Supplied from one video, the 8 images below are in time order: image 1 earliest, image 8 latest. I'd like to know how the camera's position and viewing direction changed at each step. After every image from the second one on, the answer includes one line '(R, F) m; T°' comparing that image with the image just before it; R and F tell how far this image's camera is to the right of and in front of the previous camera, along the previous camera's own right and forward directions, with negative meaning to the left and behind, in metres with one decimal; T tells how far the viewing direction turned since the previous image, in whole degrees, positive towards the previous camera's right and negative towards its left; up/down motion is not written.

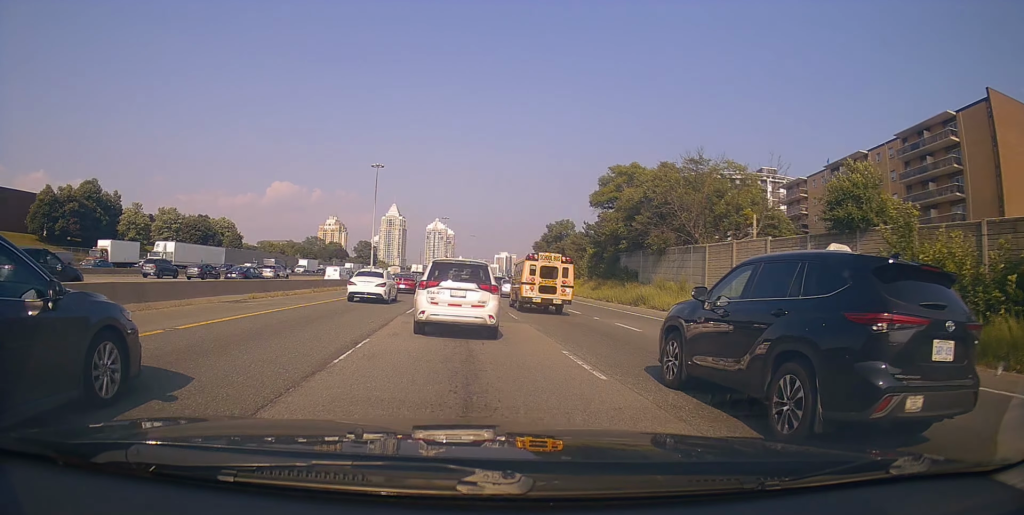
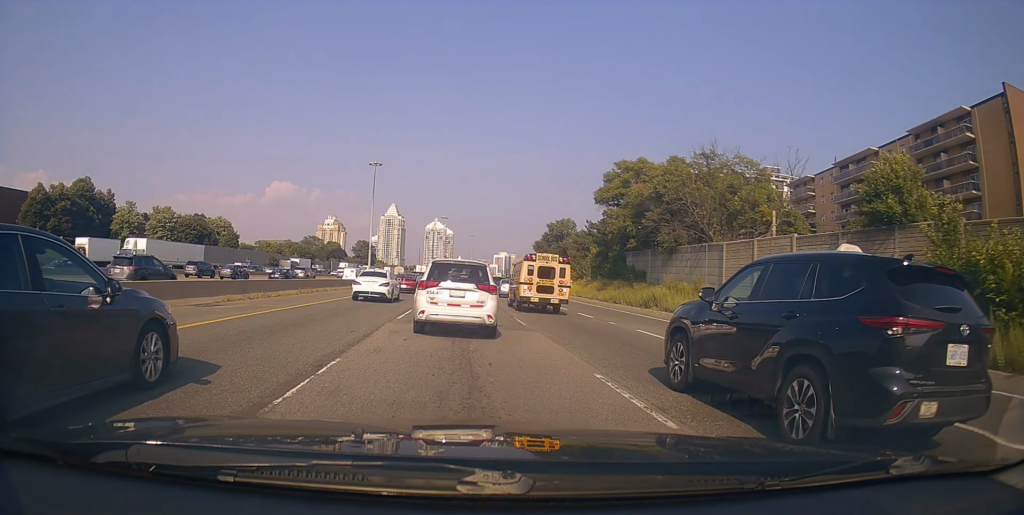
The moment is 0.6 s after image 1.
(+0.1, +2.9) m; +3°
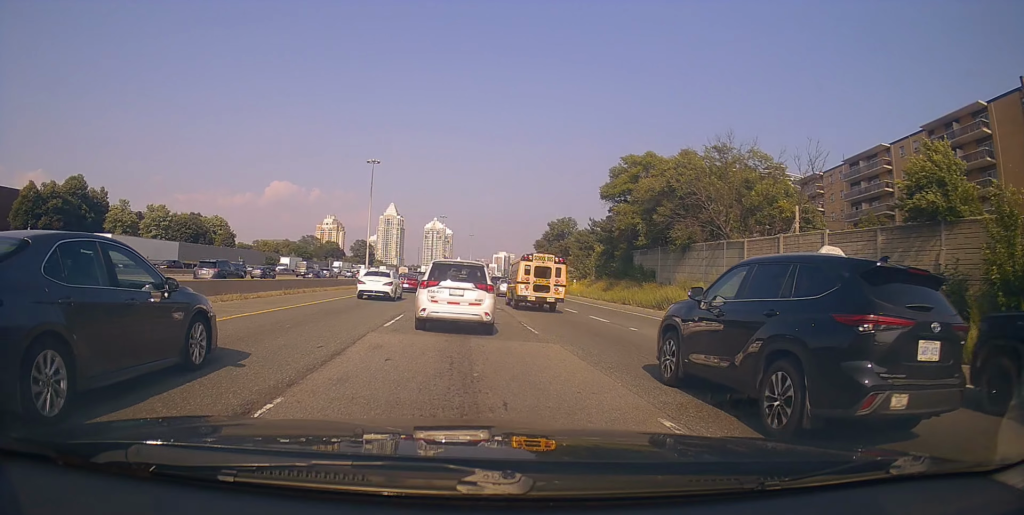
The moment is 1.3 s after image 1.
(+0.1, +3.0) m; +3°
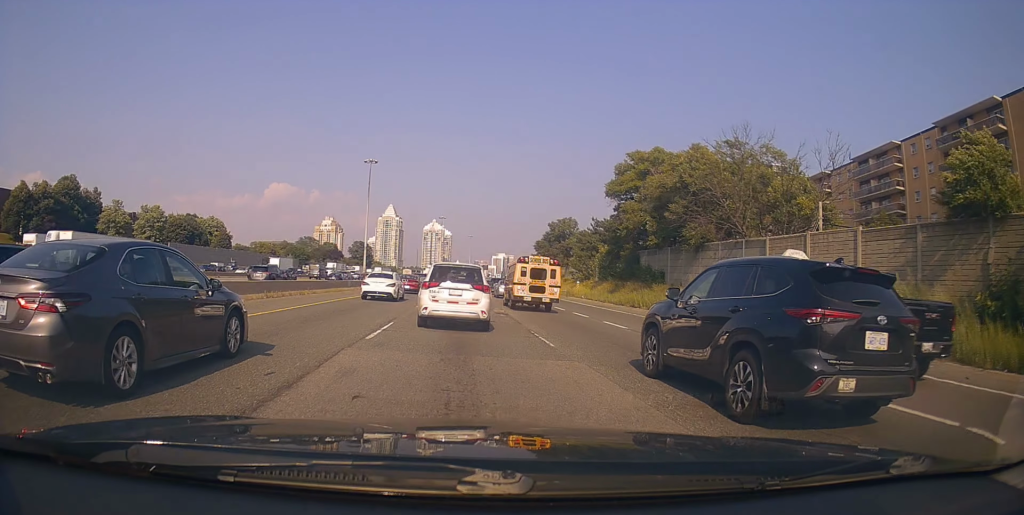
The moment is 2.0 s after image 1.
(+0.1, +2.7) m; -3°
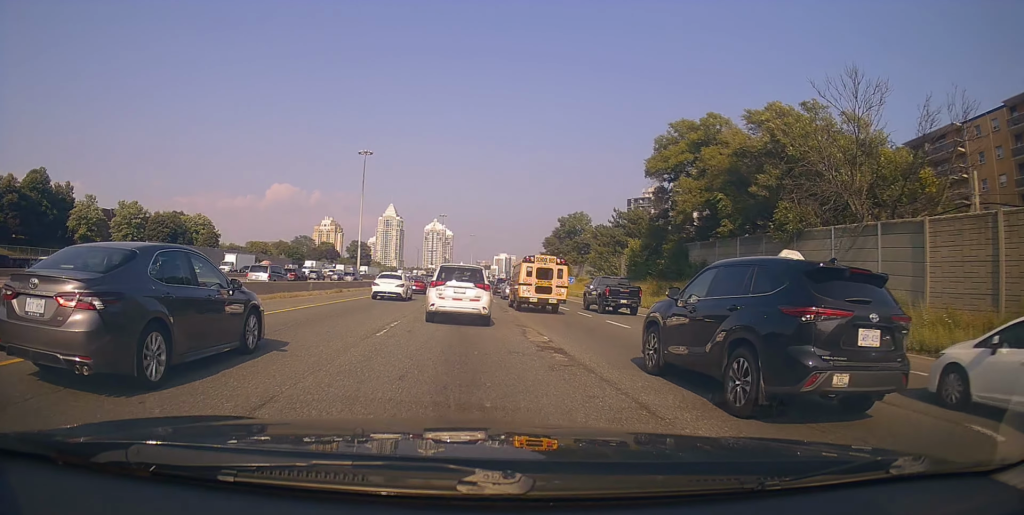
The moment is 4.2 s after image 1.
(+0.3, +10.2) m; -2°
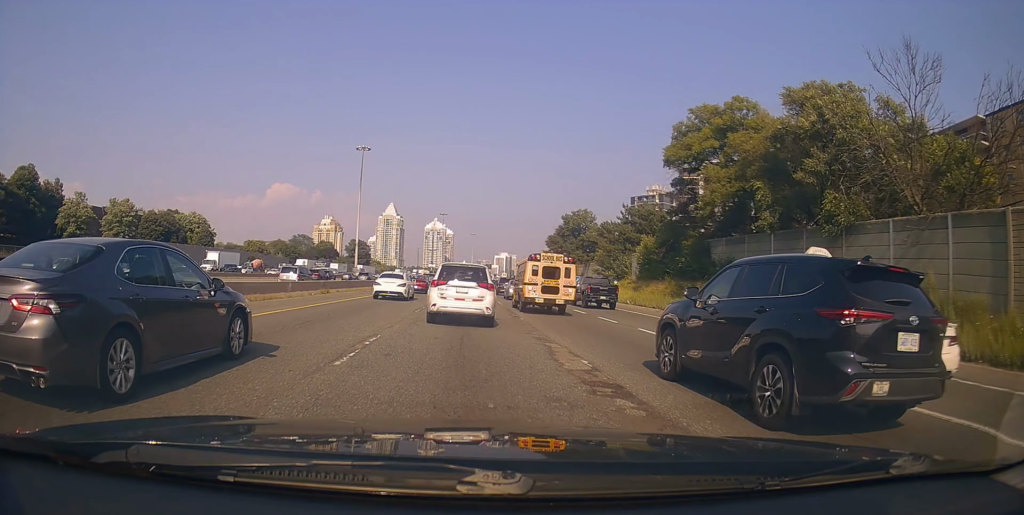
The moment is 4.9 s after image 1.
(-0.4, +3.9) m; -2°
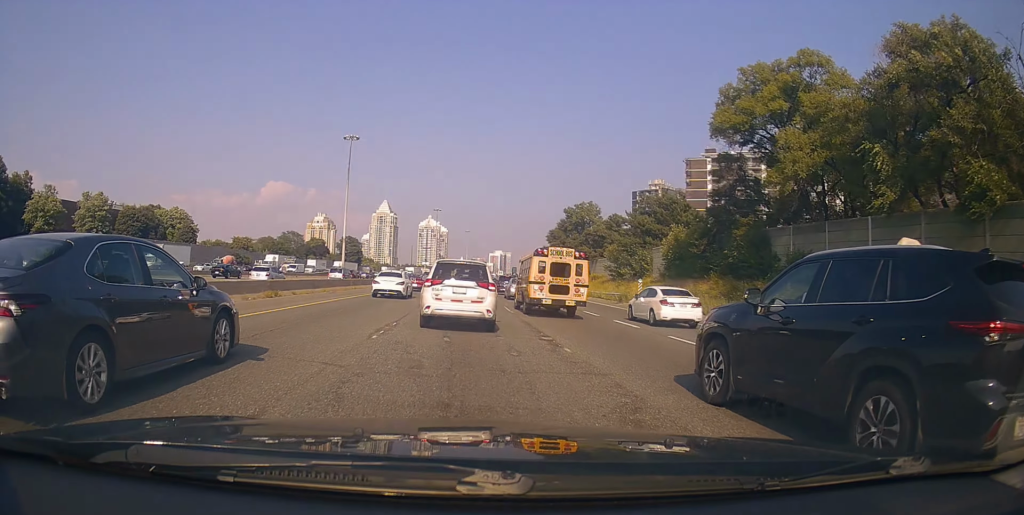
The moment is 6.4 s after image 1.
(+0.1, +9.7) m; +3°
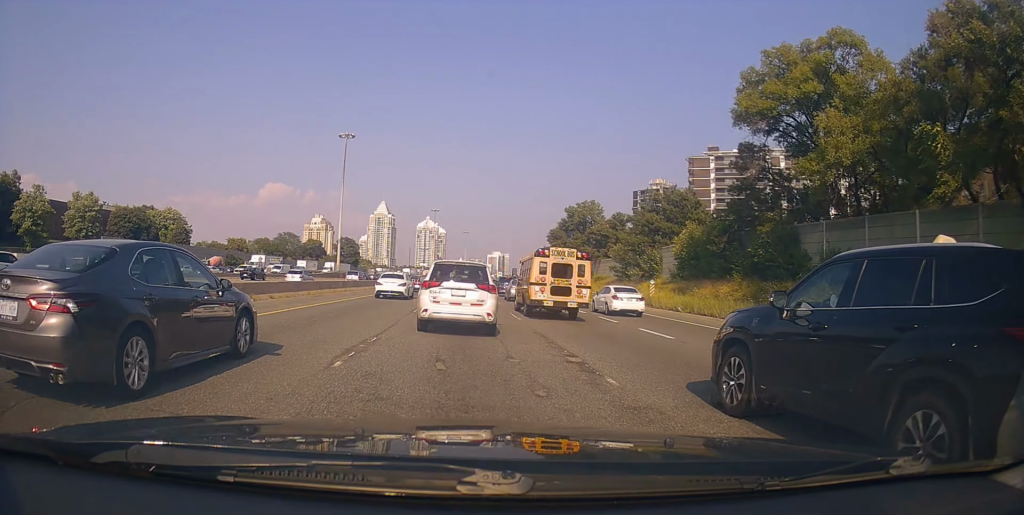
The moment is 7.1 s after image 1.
(-0.2, +3.7) m; +1°
